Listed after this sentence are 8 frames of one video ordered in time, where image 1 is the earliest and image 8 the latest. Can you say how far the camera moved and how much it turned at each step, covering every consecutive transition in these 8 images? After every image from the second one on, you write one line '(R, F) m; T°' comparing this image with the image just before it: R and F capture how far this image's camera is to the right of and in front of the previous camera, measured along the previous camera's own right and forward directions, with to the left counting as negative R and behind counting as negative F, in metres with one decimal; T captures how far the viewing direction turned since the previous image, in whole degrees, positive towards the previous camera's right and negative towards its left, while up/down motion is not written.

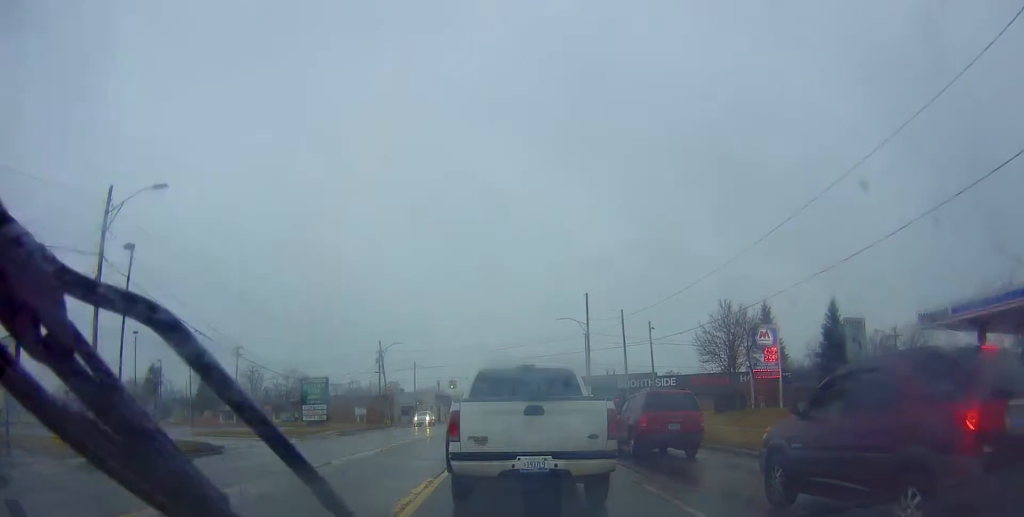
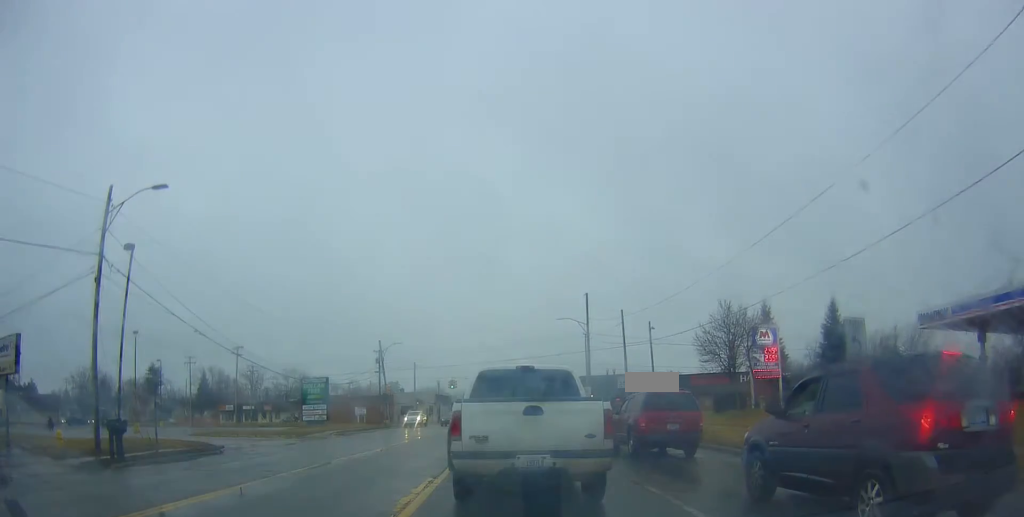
(0.0, 0.0) m; 0°
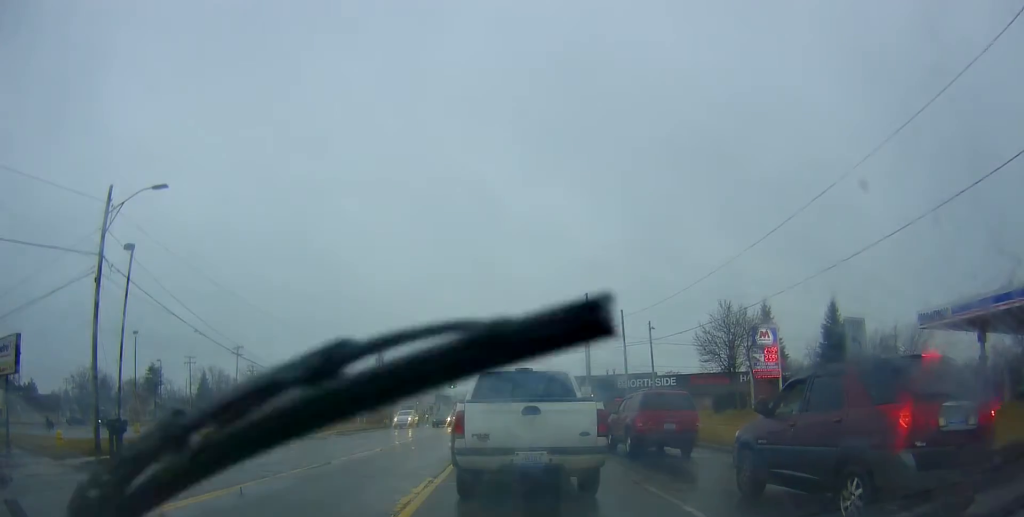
(0.0, 0.0) m; 0°
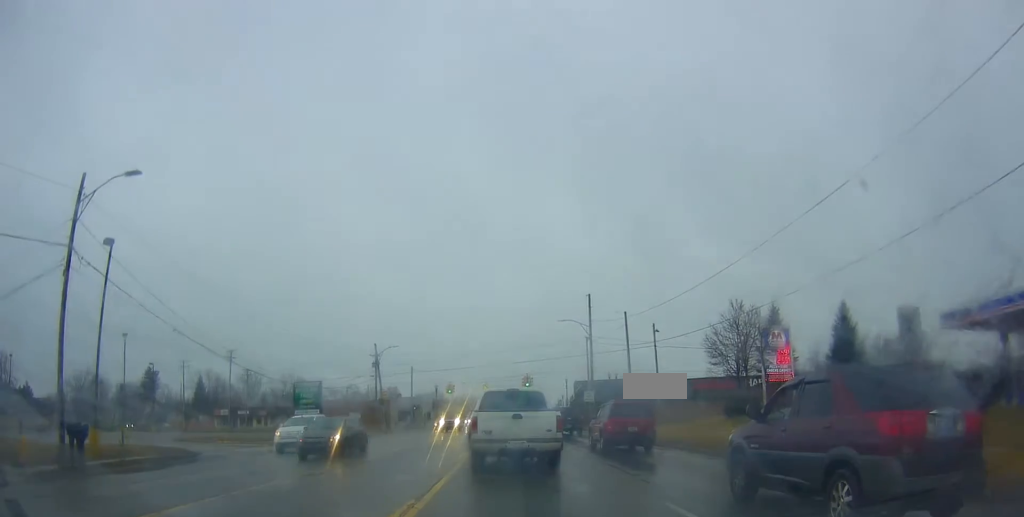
(+0.1, +1.6) m; +3°
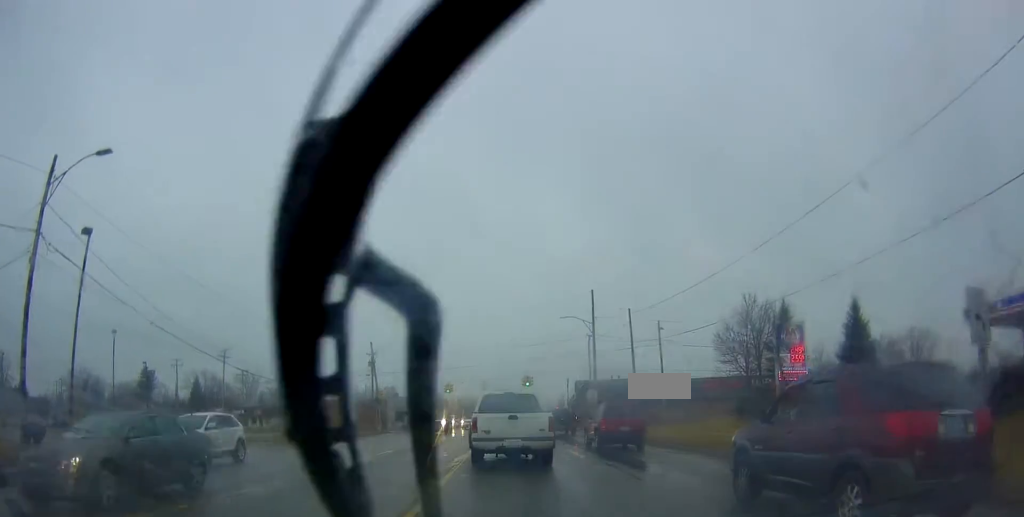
(-0.1, +1.7) m; +6°
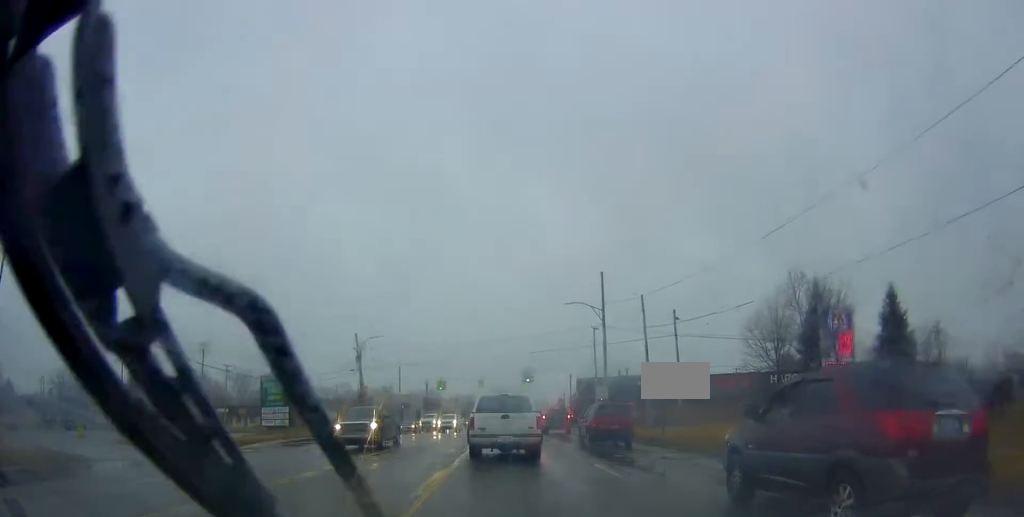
(+0.4, +5.5) m; -3°
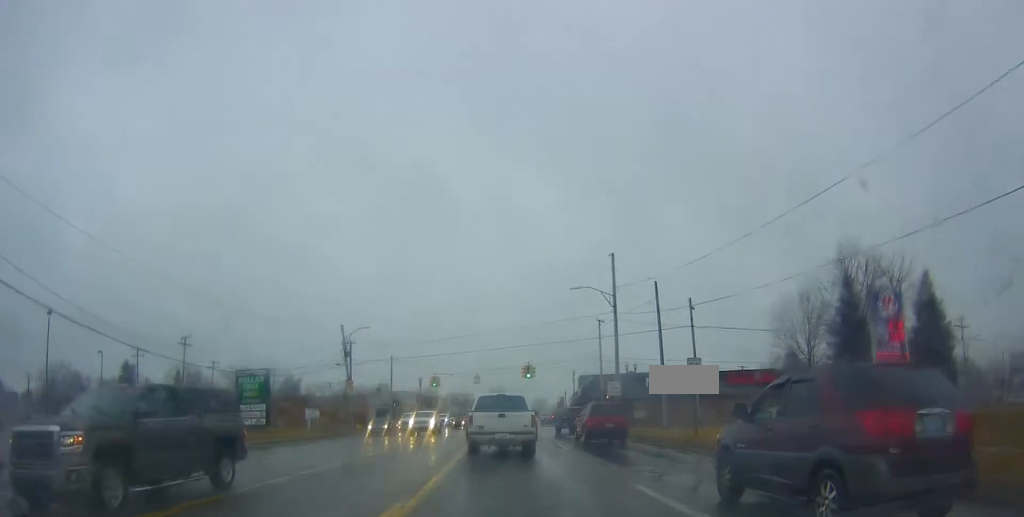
(-0.5, +4.7) m; -6°
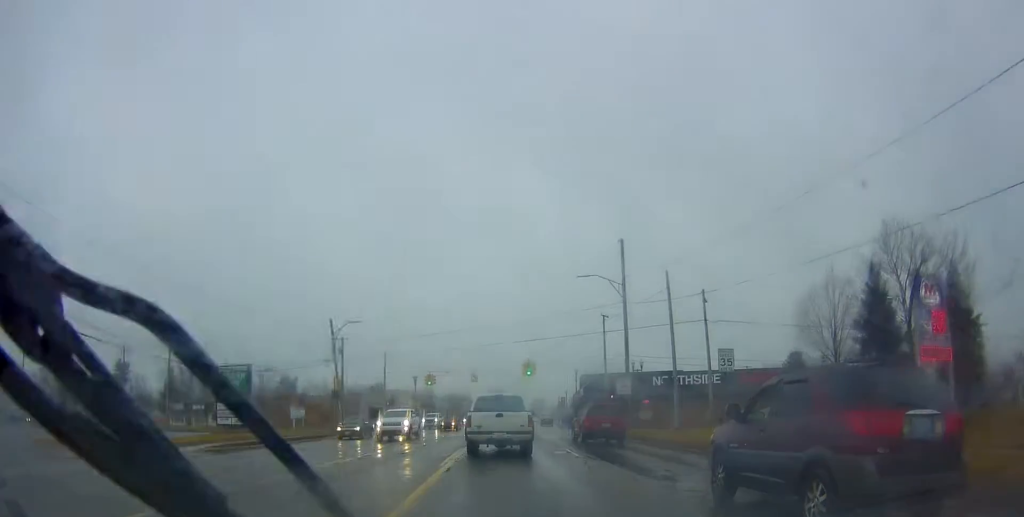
(0.0, +3.6) m; +2°
